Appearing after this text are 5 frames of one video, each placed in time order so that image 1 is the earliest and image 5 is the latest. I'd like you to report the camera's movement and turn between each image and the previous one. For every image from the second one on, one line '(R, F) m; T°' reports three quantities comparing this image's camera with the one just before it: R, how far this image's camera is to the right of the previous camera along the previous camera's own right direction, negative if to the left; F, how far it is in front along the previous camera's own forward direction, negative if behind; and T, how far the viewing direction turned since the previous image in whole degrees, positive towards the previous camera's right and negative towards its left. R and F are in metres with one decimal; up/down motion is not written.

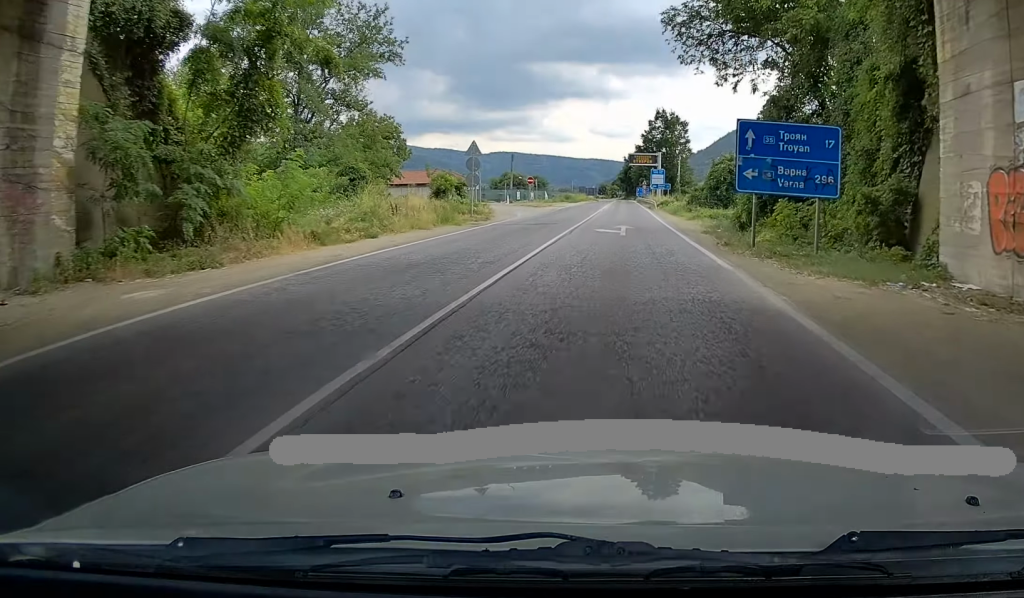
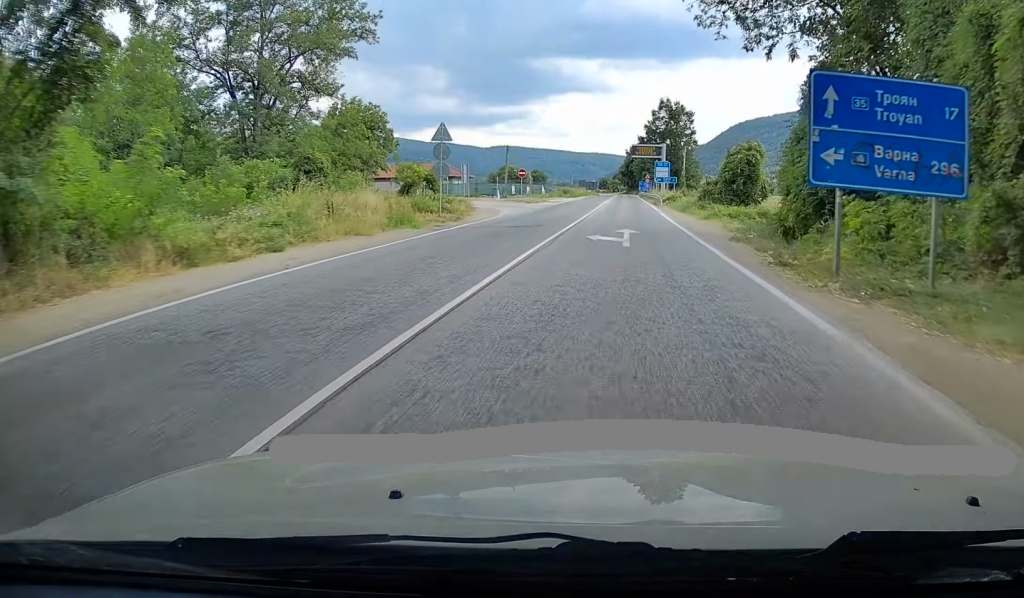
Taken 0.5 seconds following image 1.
(0.0, +6.7) m; 0°
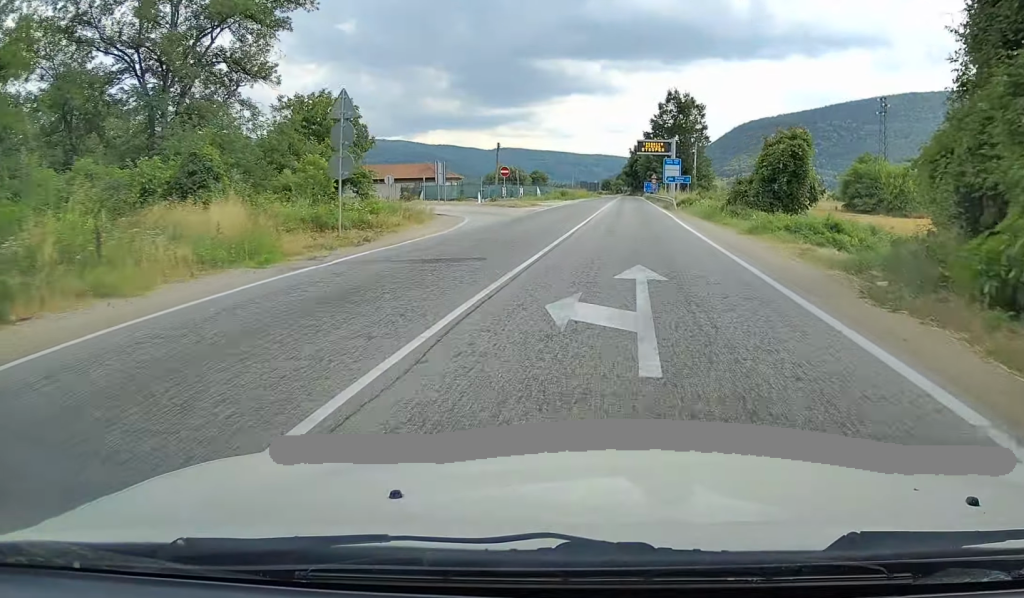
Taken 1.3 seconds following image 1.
(0.0, +11.3) m; 0°
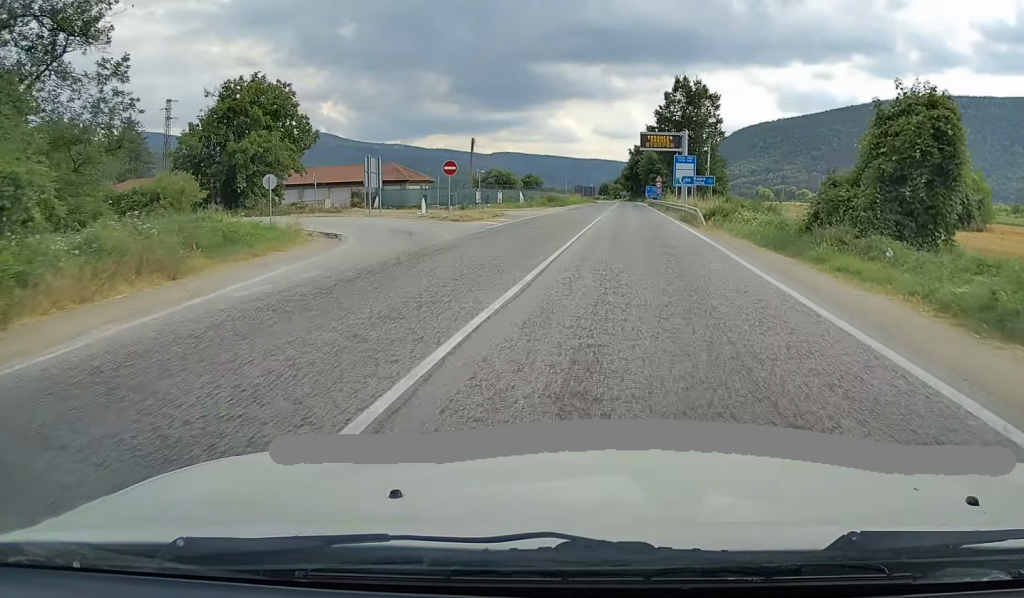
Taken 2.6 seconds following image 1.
(0.0, +17.3) m; +1°
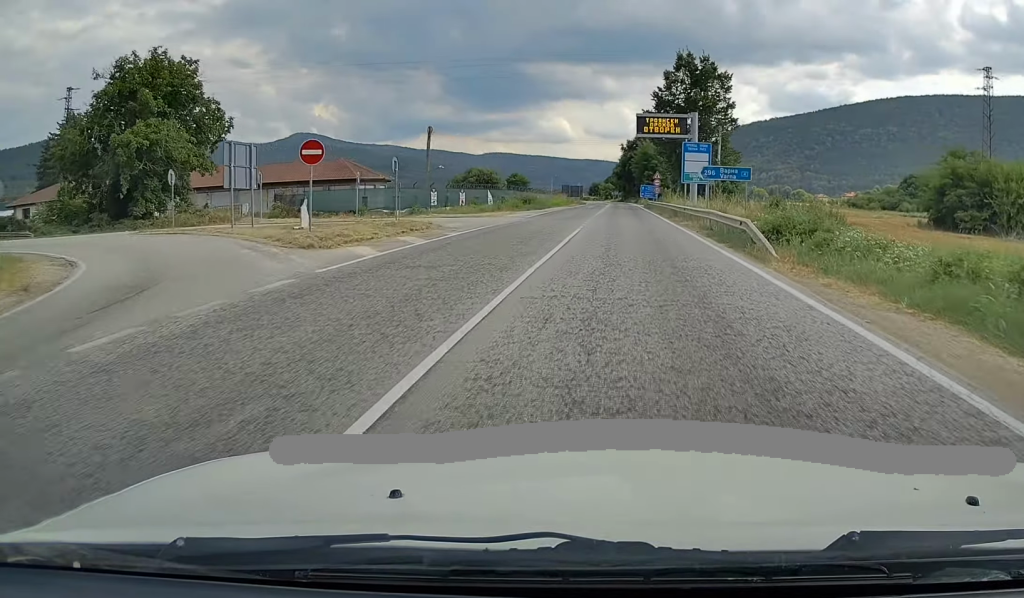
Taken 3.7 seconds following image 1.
(+0.2, +16.3) m; +1°
